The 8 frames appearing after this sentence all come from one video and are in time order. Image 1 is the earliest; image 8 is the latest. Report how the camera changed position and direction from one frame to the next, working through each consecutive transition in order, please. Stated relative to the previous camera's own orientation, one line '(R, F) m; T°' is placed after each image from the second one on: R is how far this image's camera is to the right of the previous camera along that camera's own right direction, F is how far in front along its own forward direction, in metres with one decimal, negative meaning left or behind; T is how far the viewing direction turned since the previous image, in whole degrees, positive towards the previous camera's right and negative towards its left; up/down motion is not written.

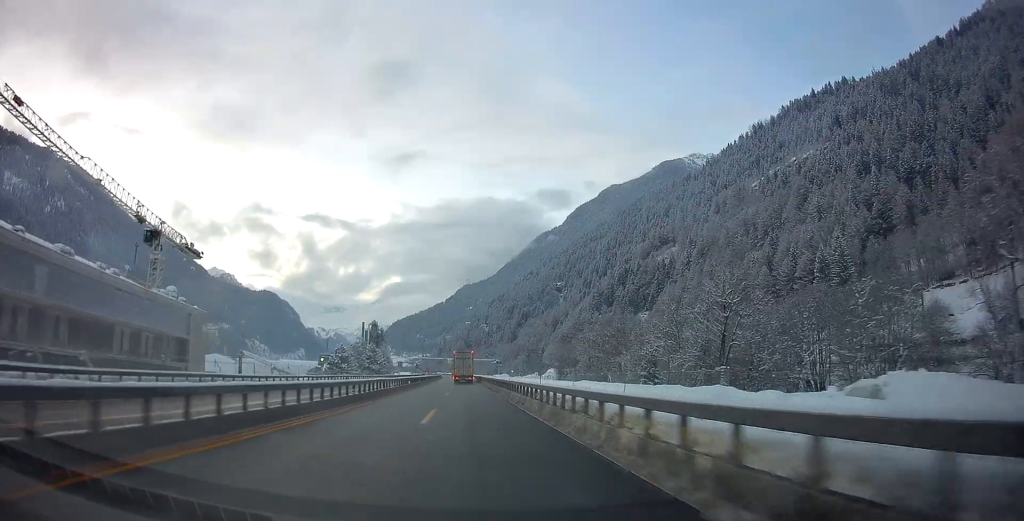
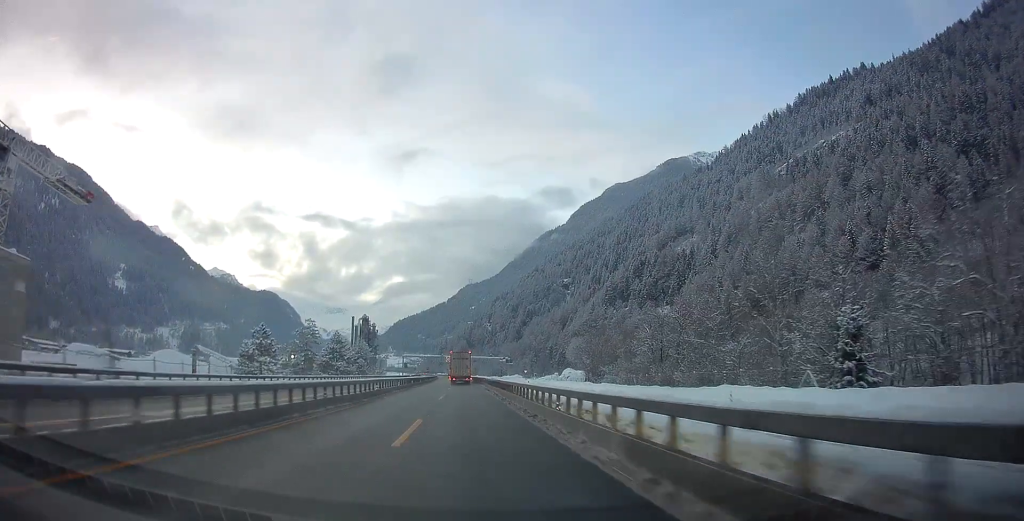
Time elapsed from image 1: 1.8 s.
(+0.1, +41.5) m; 0°
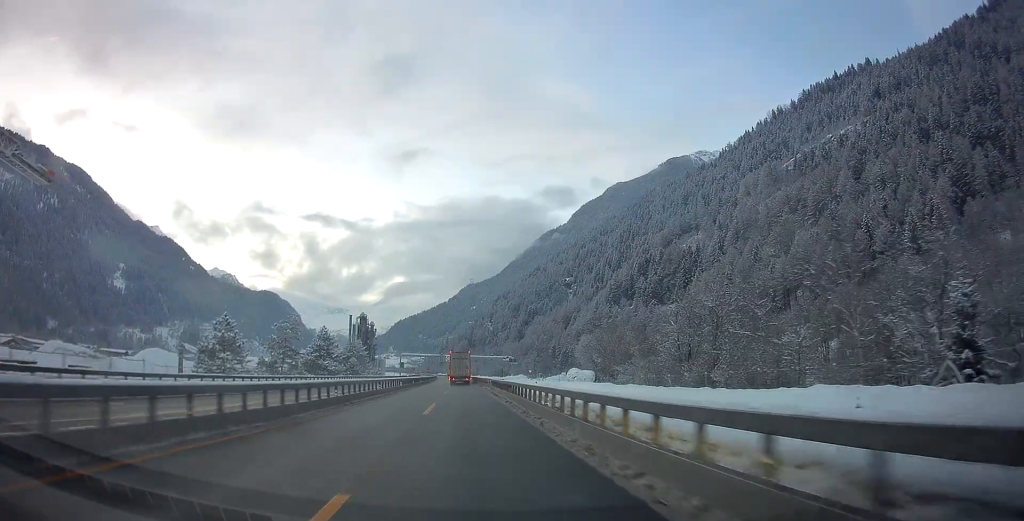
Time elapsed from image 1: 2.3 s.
(-0.1, +9.8) m; 0°
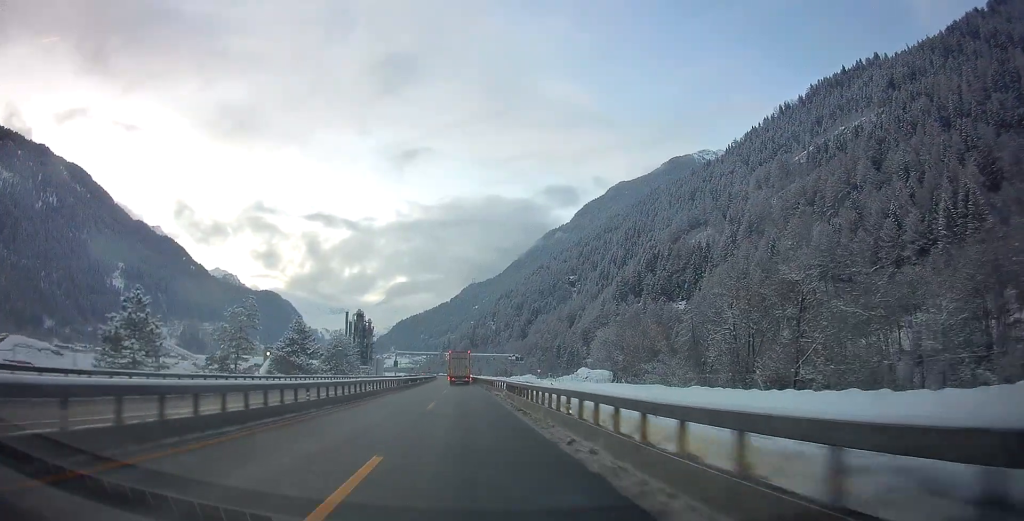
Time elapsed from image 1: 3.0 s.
(-0.1, +15.8) m; 0°
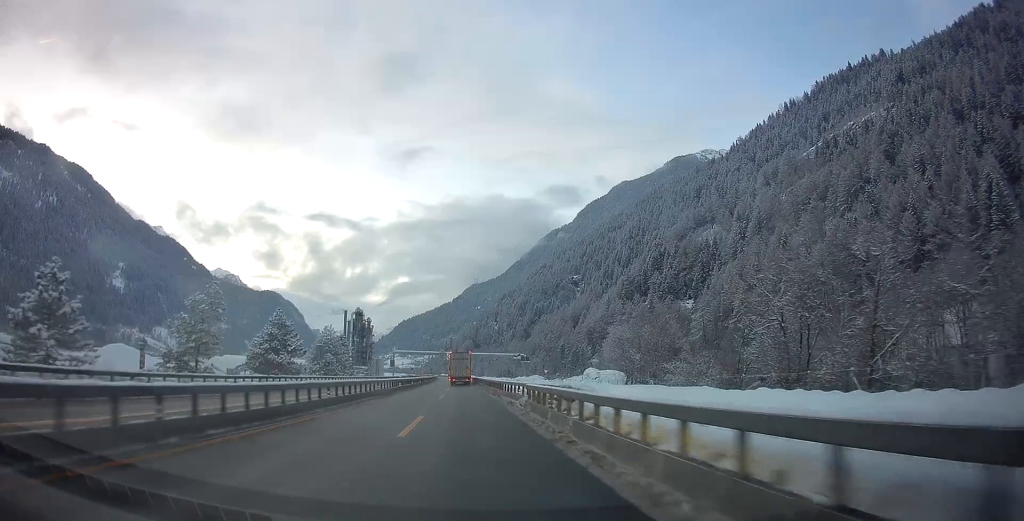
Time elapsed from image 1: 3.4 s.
(0.0, +9.0) m; 0°
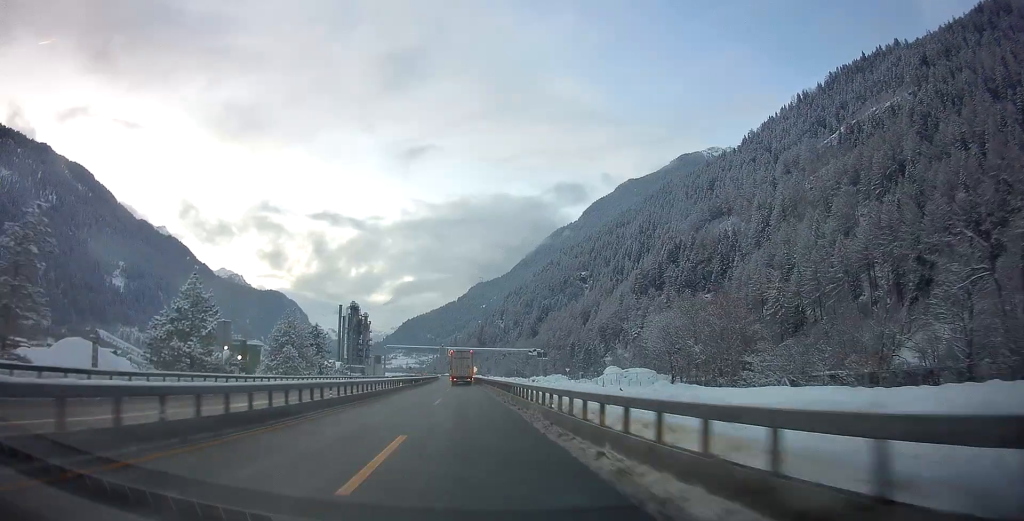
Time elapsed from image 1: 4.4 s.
(0.0, +24.1) m; 0°
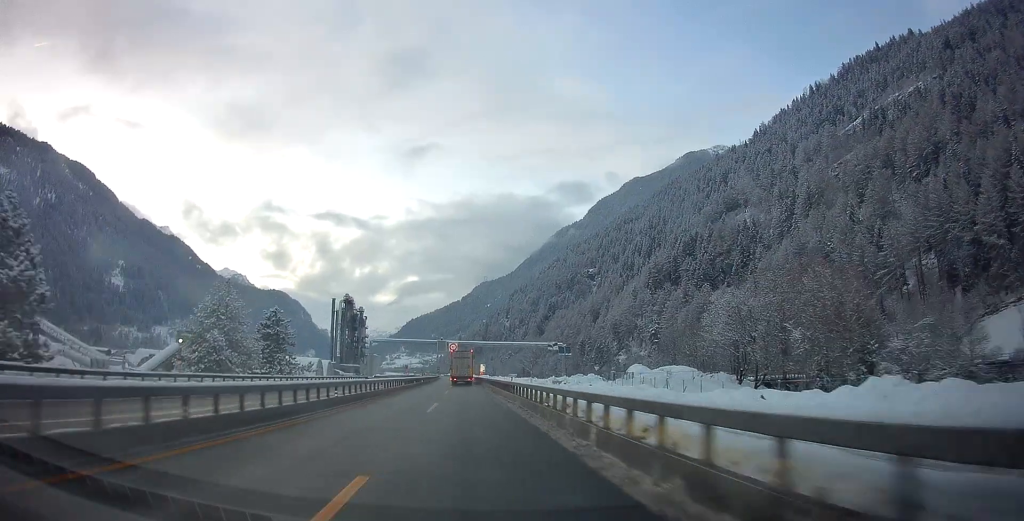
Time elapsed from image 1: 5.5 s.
(0.0, +23.3) m; 0°
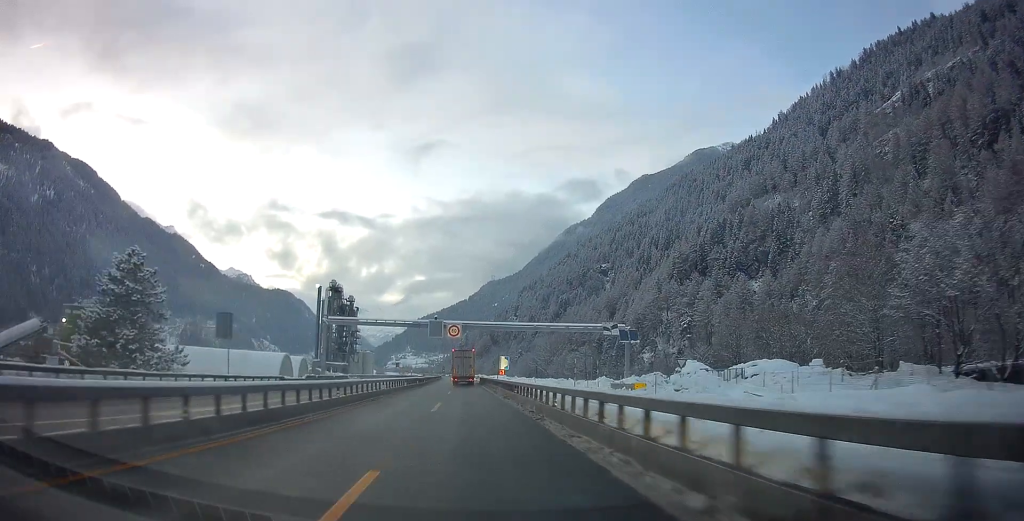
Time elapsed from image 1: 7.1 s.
(-0.5, +35.9) m; -1°
